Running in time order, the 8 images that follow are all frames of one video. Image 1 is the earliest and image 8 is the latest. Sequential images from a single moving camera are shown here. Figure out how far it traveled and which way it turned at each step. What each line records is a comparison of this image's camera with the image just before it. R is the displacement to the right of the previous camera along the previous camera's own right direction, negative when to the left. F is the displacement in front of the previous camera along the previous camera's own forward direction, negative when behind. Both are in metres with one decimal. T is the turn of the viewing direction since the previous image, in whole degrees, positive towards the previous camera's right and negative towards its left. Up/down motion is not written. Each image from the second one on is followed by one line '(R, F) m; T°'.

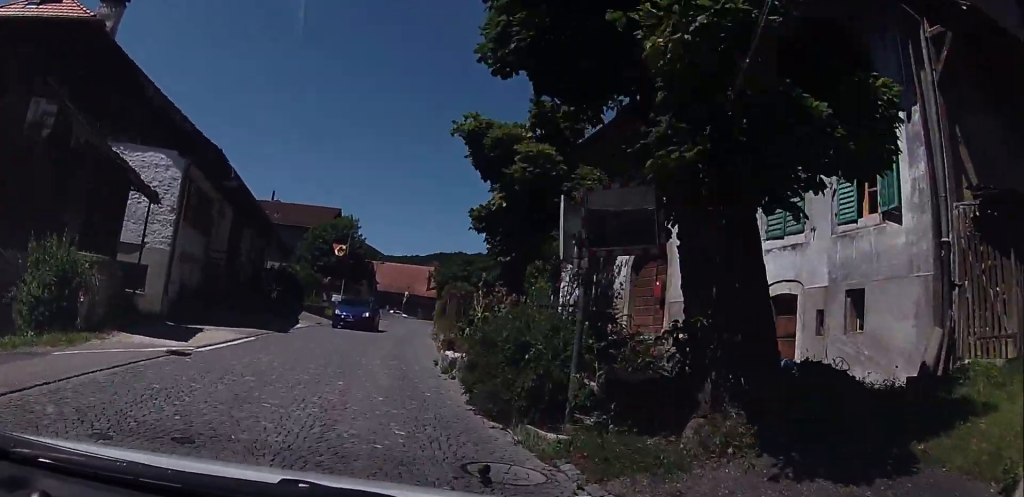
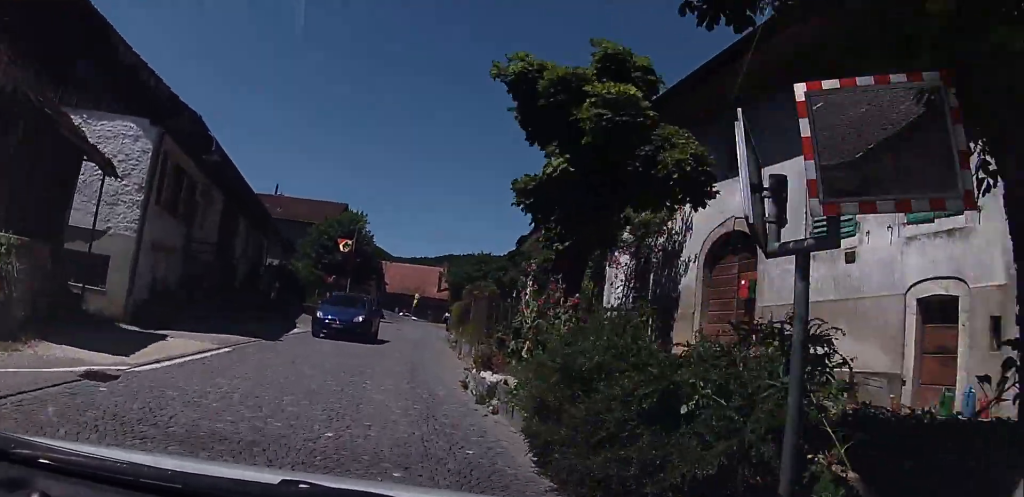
(0.0, +3.8) m; -1°
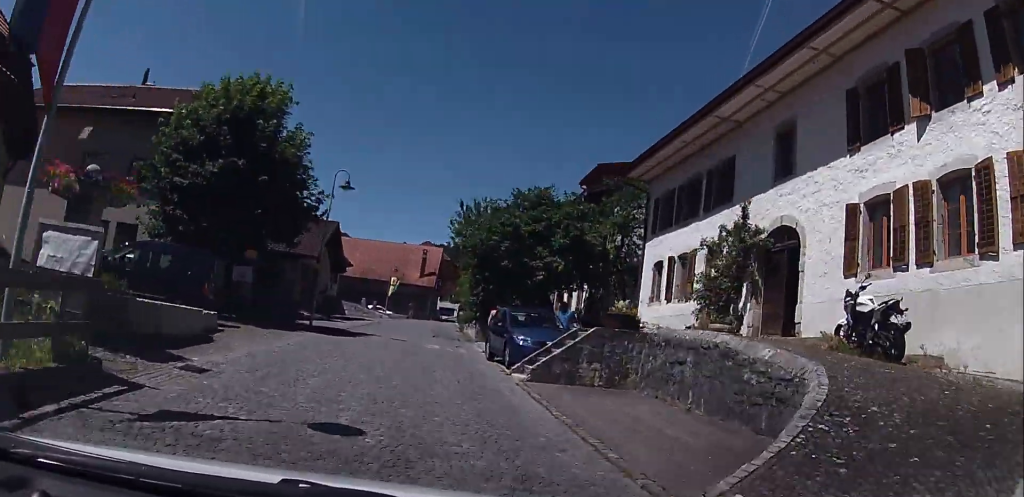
(+1.2, +30.0) m; +5°
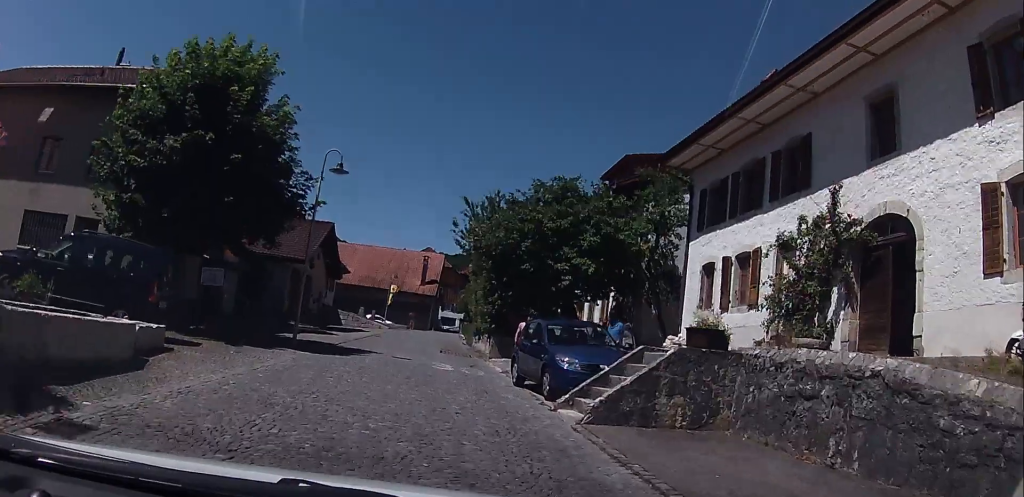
(-0.3, +3.8) m; 0°
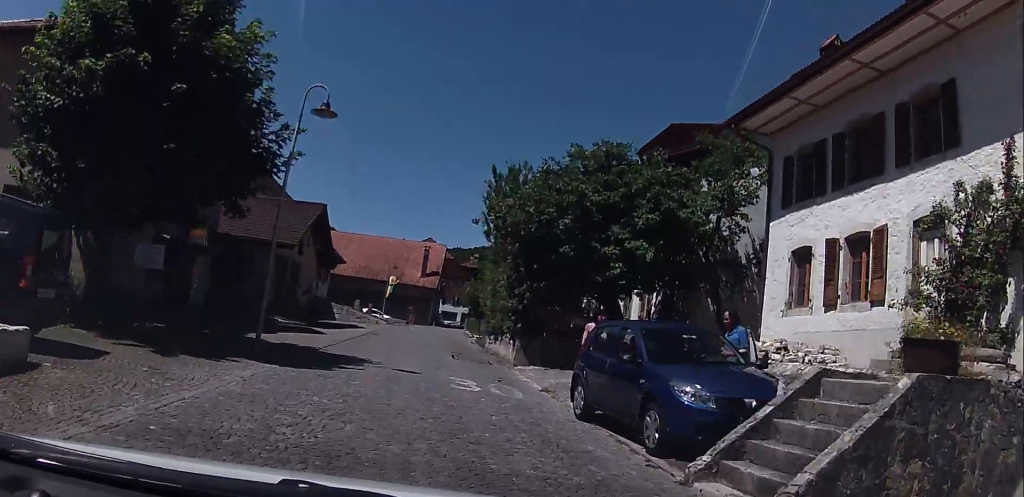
(-0.1, +4.9) m; 0°
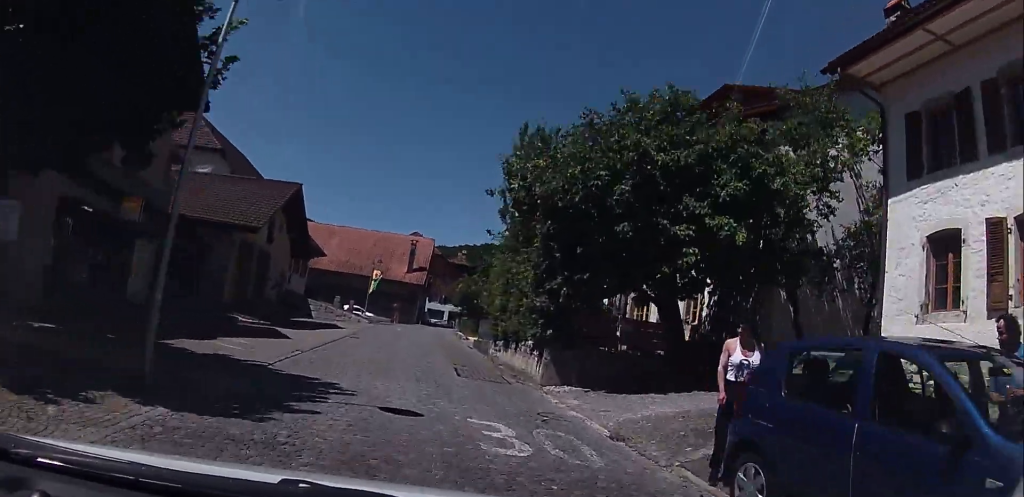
(+0.3, +5.2) m; 0°
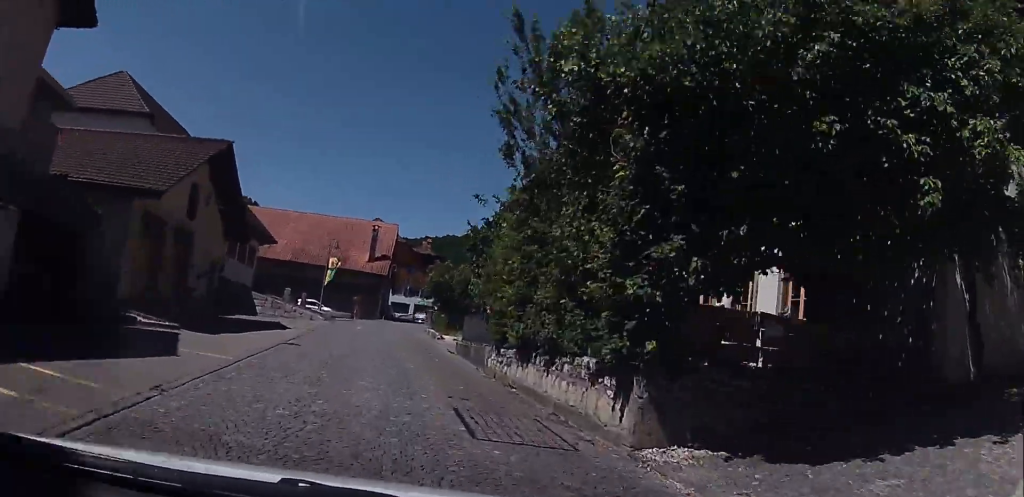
(-0.3, +7.1) m; 0°
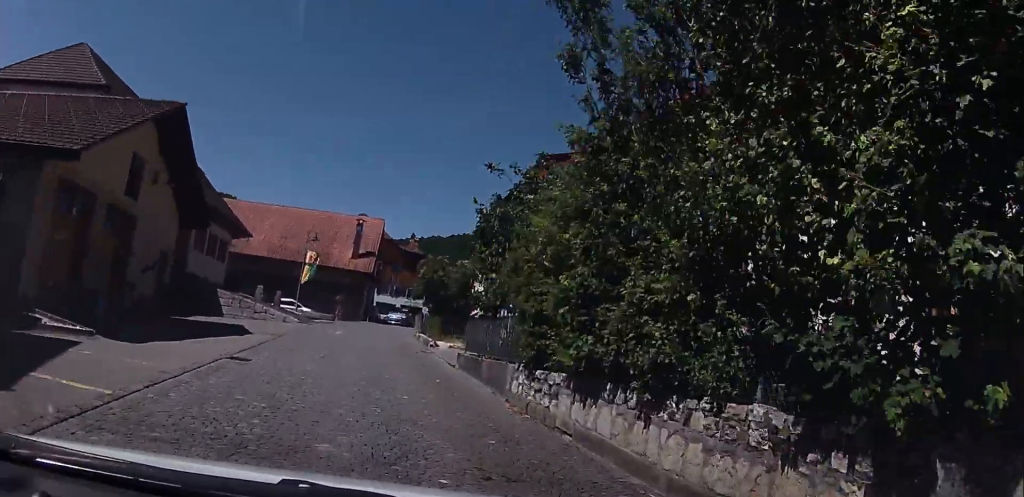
(0.0, +4.6) m; +2°
